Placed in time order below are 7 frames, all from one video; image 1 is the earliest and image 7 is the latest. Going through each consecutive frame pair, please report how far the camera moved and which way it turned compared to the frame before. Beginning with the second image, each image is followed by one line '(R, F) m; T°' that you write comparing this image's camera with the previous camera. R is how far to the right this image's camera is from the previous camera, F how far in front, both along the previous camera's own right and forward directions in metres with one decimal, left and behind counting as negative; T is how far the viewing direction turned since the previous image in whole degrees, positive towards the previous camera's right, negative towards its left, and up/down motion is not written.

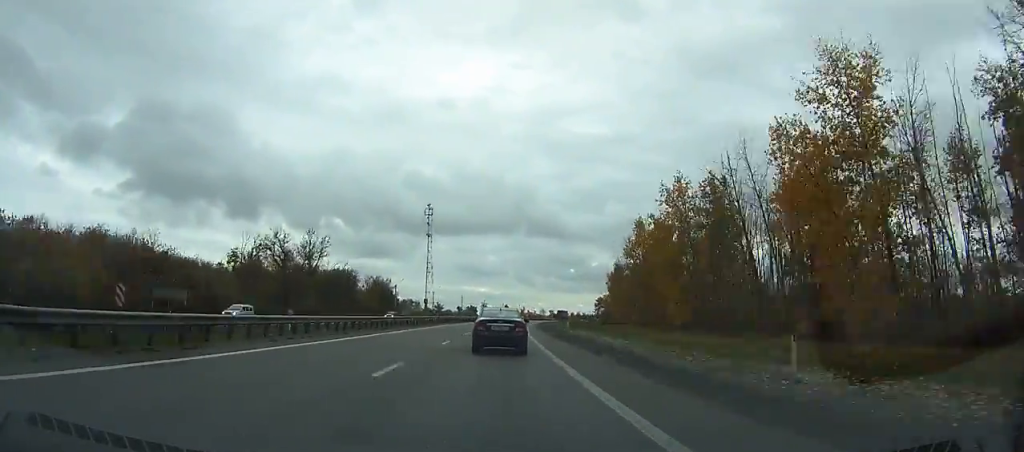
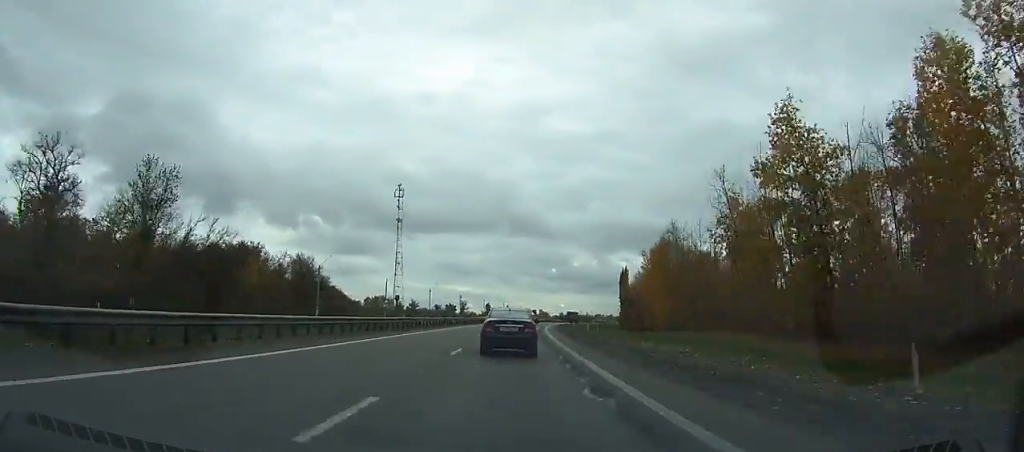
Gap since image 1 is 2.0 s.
(+1.1, +51.7) m; +3°
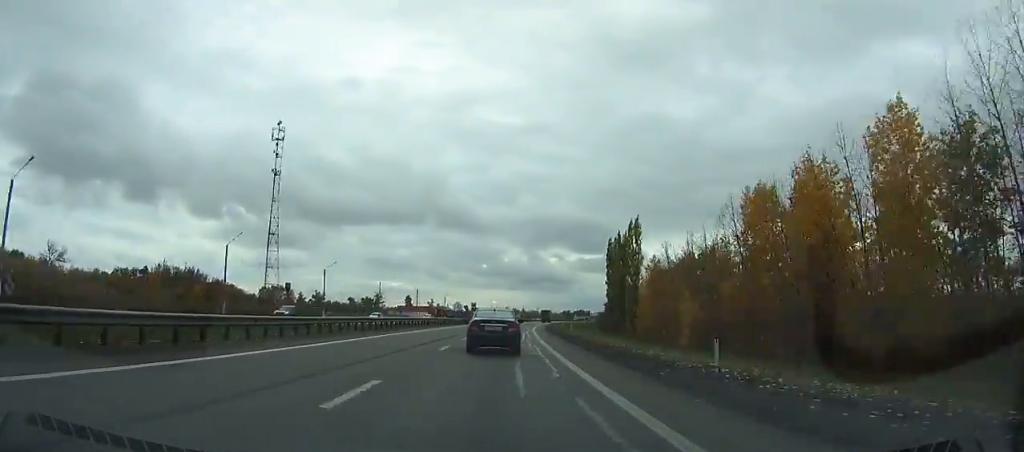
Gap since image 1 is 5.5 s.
(+3.7, +89.5) m; +5°
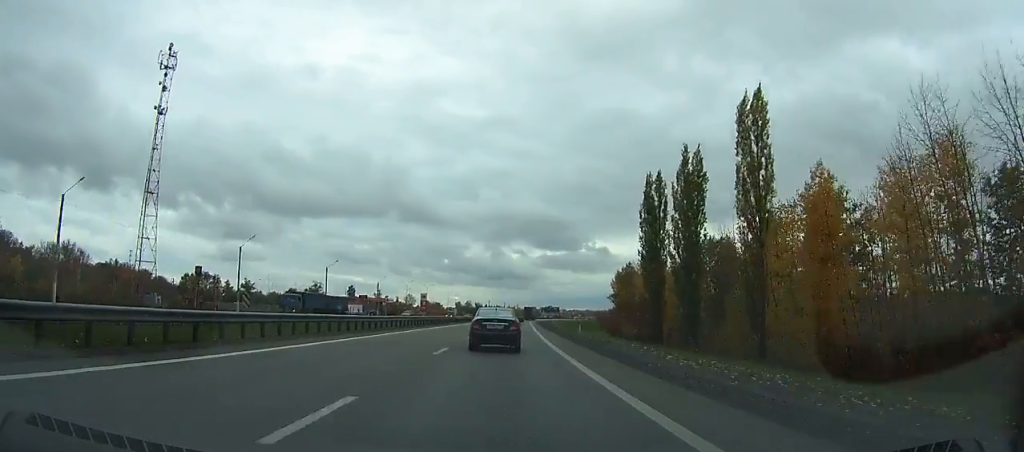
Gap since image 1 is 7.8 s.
(+2.2, +58.9) m; +4°
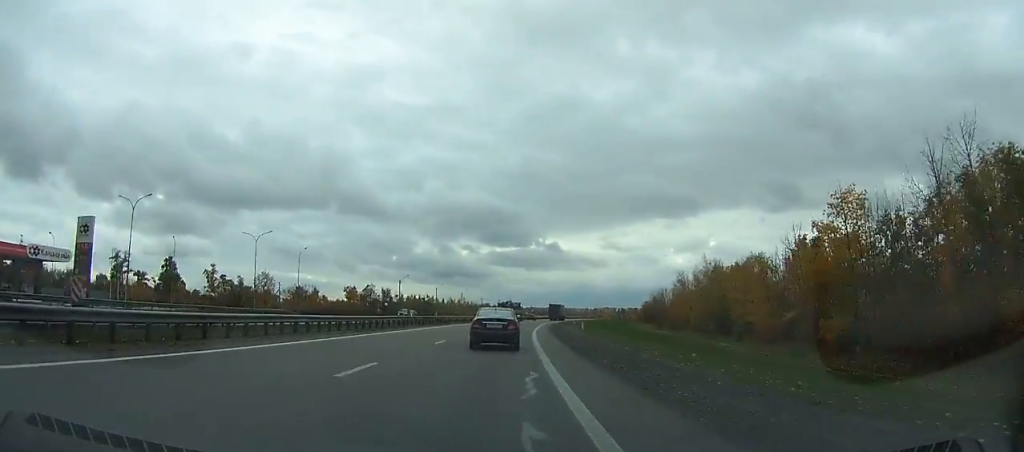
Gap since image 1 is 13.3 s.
(+7.9, +149.9) m; +5°
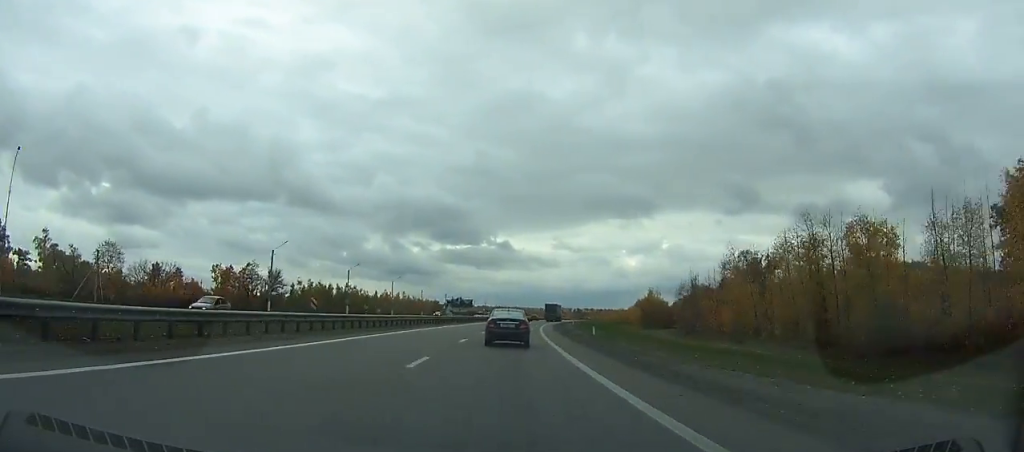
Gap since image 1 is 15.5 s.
(+0.3, +62.0) m; +3°
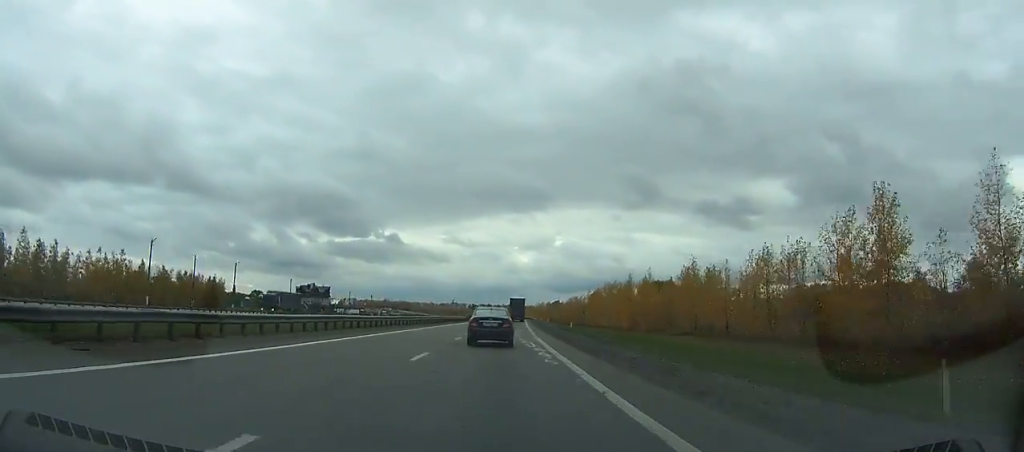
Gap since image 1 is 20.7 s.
(+14.2, +144.5) m; +11°
